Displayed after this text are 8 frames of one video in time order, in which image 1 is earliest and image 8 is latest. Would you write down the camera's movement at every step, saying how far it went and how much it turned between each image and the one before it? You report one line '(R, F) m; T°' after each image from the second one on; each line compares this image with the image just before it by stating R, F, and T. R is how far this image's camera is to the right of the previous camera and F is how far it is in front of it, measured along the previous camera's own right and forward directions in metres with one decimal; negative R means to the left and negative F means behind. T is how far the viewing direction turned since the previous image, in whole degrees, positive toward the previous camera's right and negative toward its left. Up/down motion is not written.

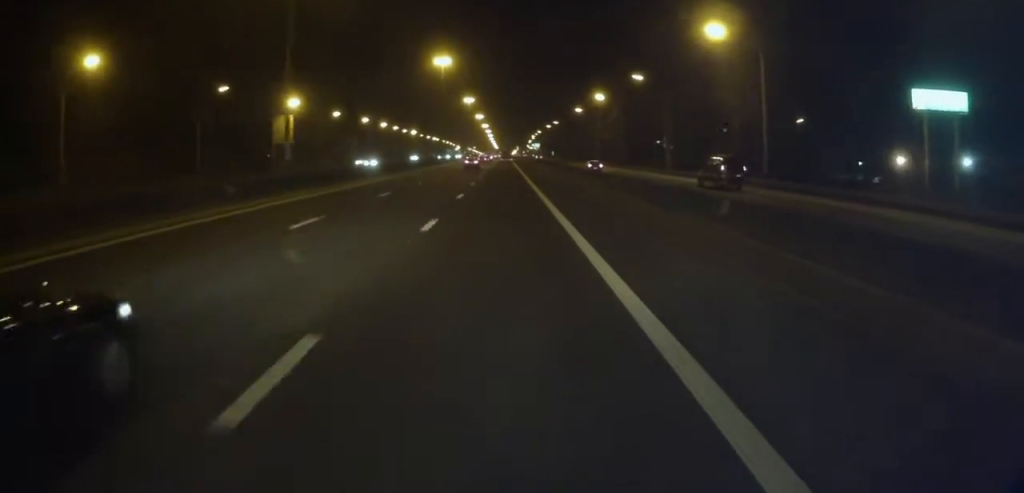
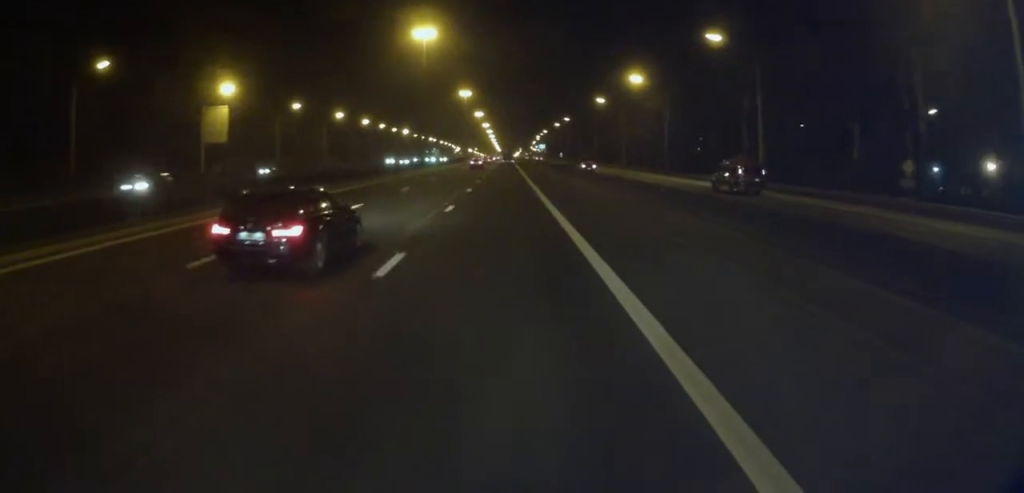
(+0.2, +31.1) m; +1°
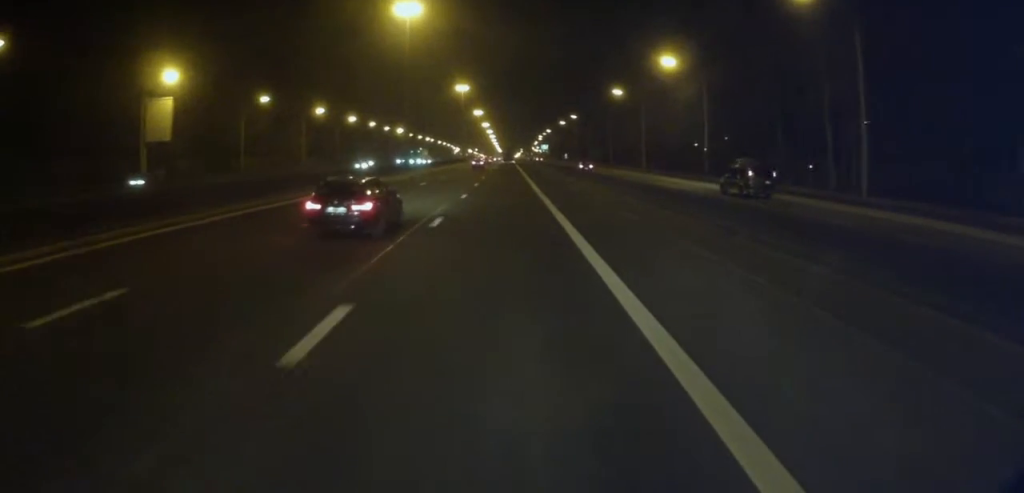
(+0.3, +17.1) m; 0°
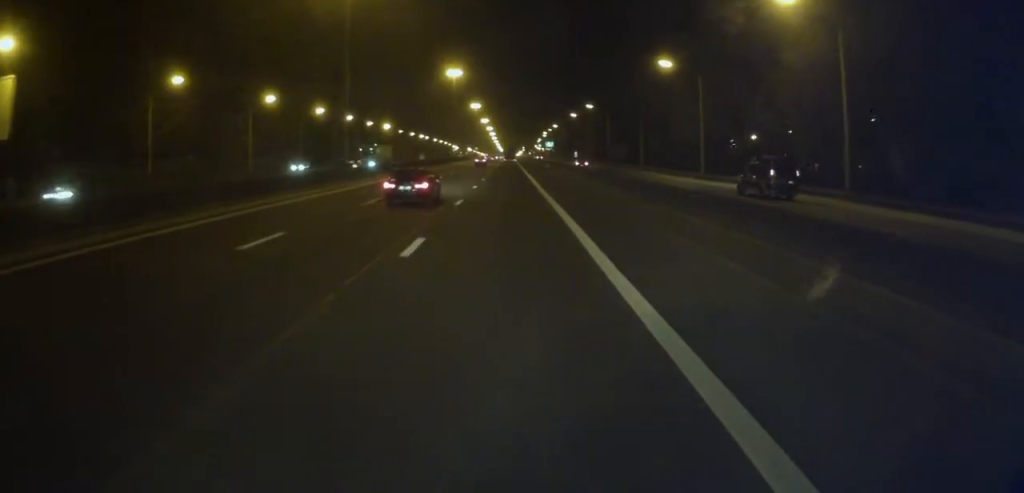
(-0.7, +30.5) m; -1°
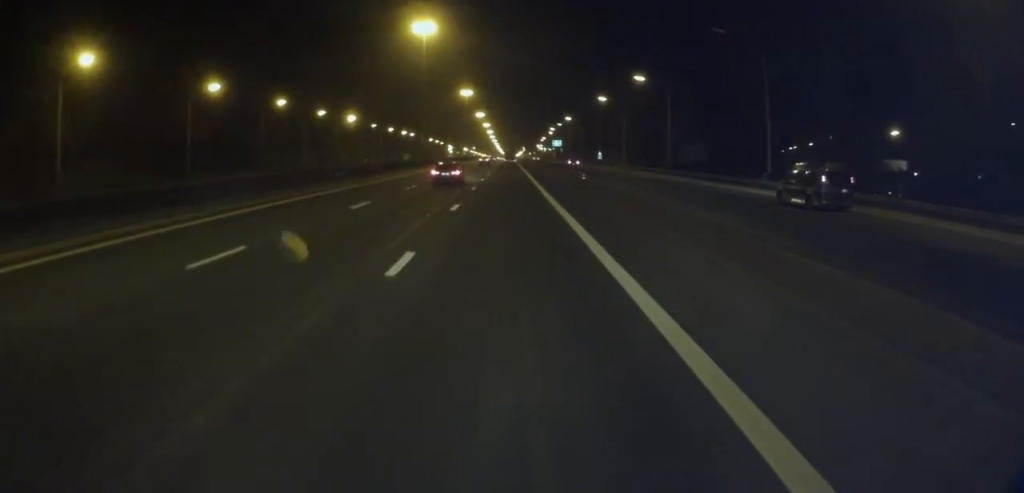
(+0.1, +52.6) m; 0°
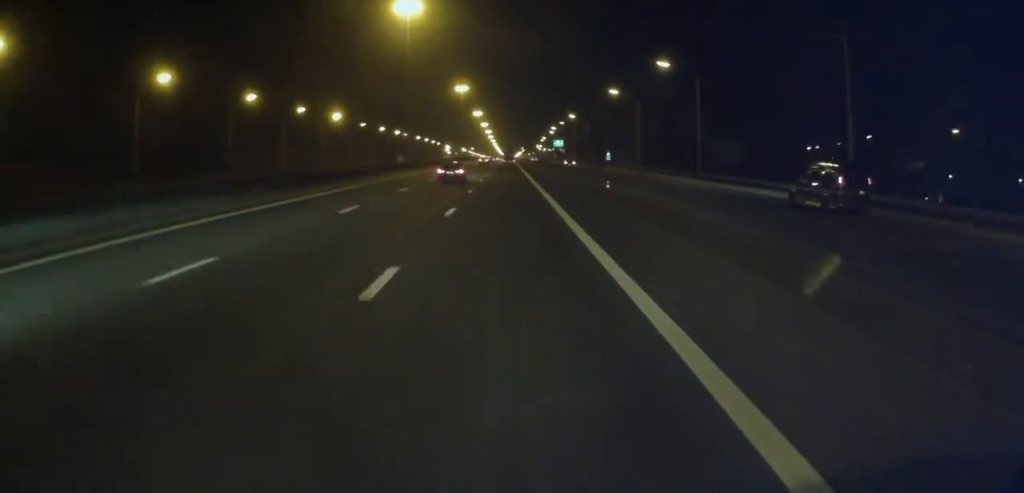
(0.0, +14.1) m; 0°
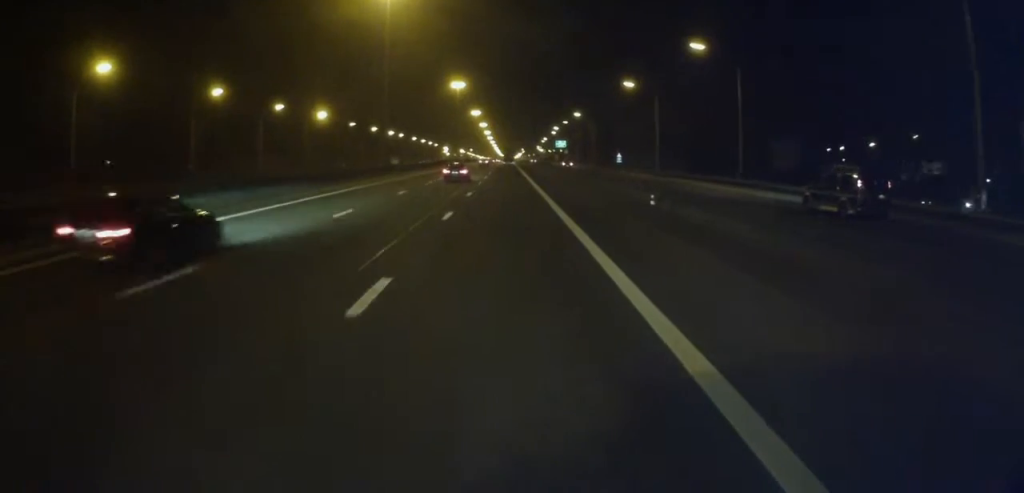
(0.0, +13.2) m; 0°
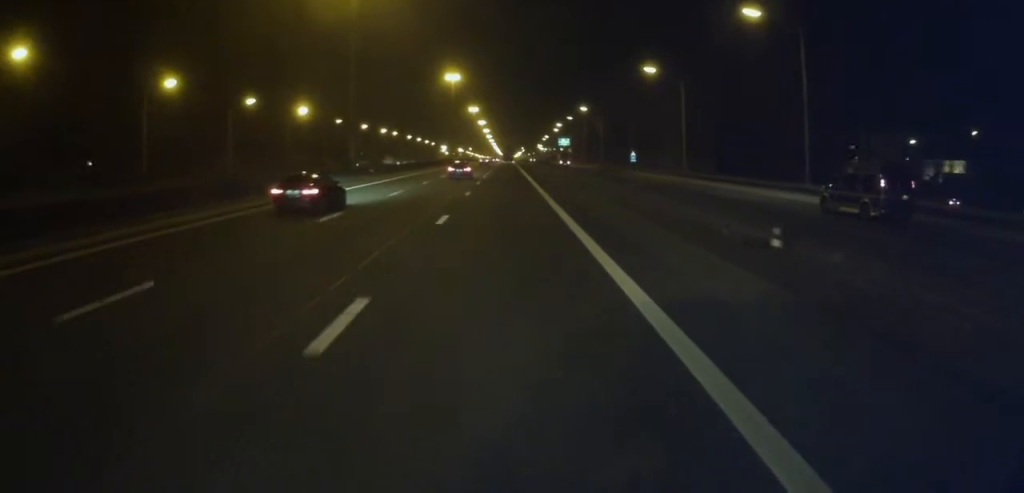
(0.0, +14.0) m; 0°
